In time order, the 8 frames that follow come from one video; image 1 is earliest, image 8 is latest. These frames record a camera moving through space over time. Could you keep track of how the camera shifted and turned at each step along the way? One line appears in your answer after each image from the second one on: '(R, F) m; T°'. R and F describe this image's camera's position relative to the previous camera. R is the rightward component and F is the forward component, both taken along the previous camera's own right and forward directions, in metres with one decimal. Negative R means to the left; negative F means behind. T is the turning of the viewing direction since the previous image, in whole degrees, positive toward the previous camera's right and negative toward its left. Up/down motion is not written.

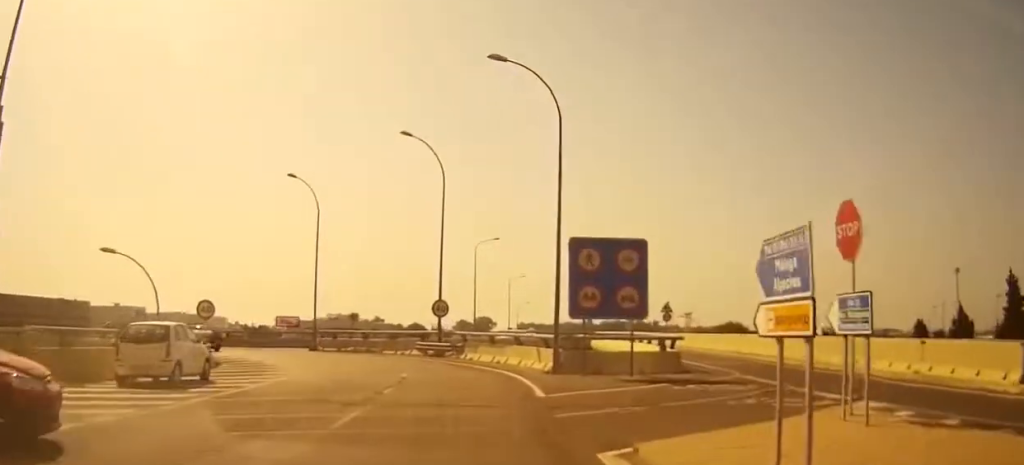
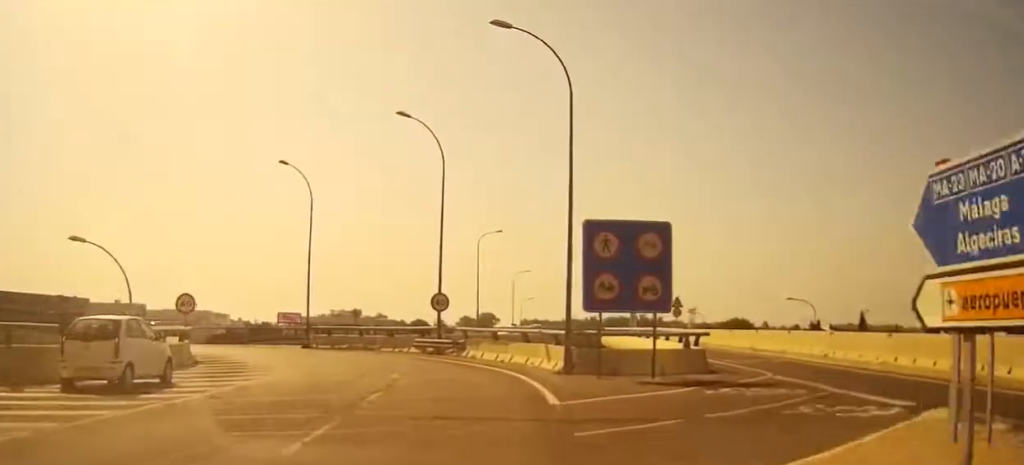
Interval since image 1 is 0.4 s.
(-0.1, +2.6) m; -1°
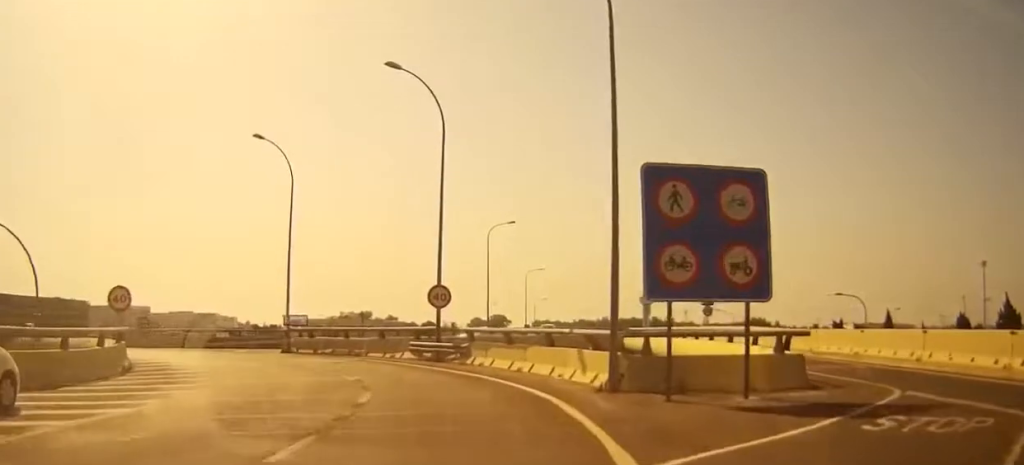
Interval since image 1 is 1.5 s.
(+0.1, +6.7) m; +4°
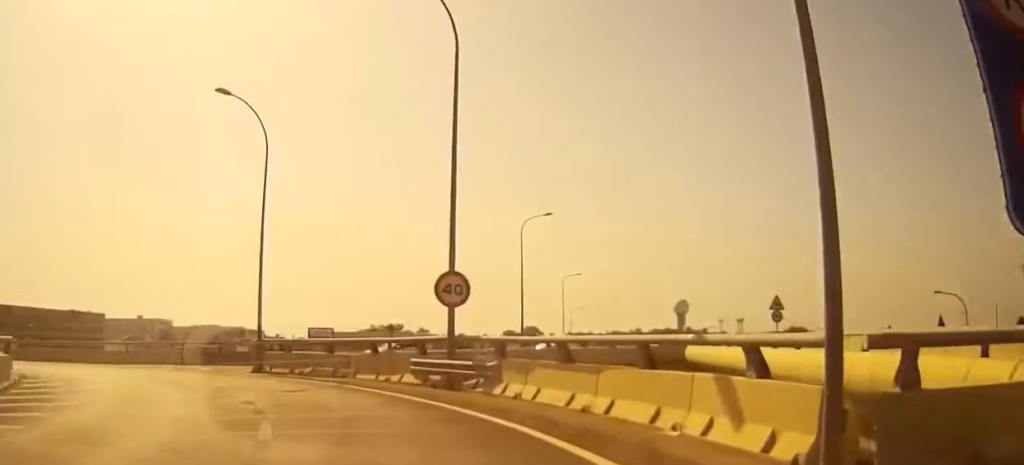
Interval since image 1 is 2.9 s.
(+1.2, +9.2) m; +6°
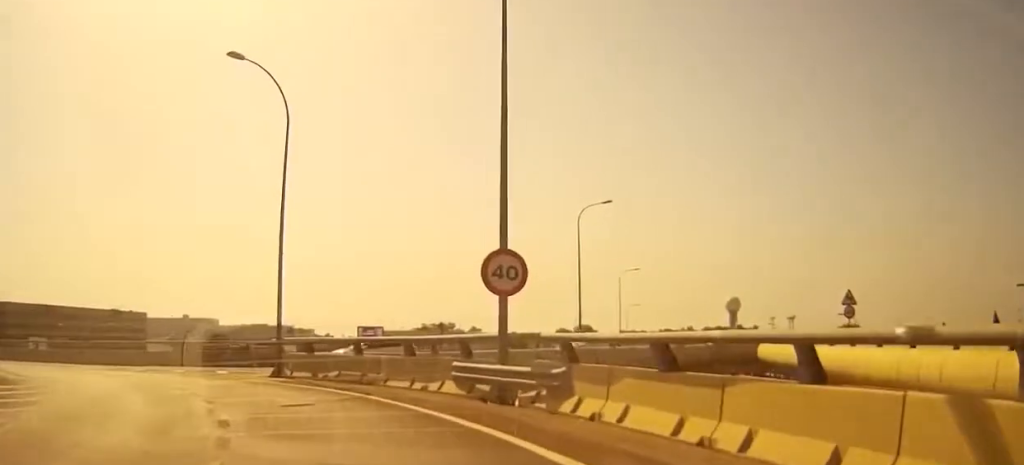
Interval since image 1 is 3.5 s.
(+0.2, +4.1) m; -6°
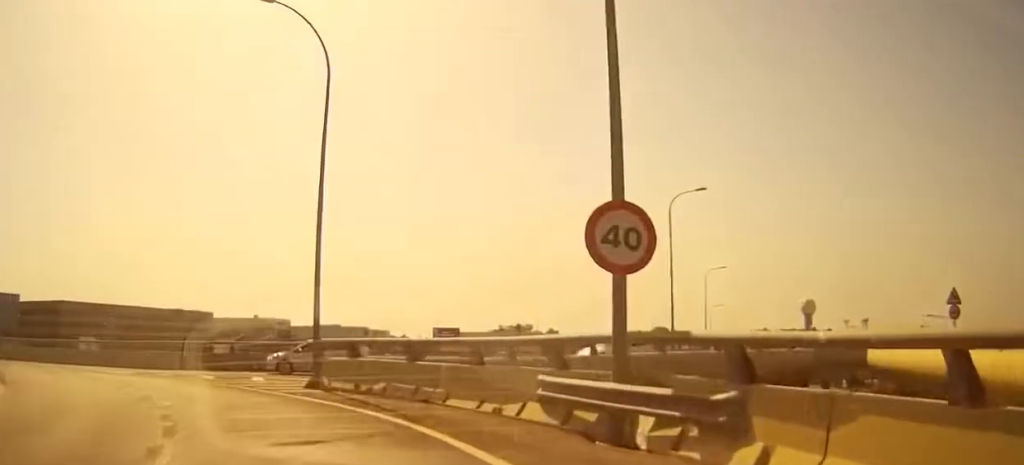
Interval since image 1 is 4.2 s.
(-0.6, +5.1) m; -19°
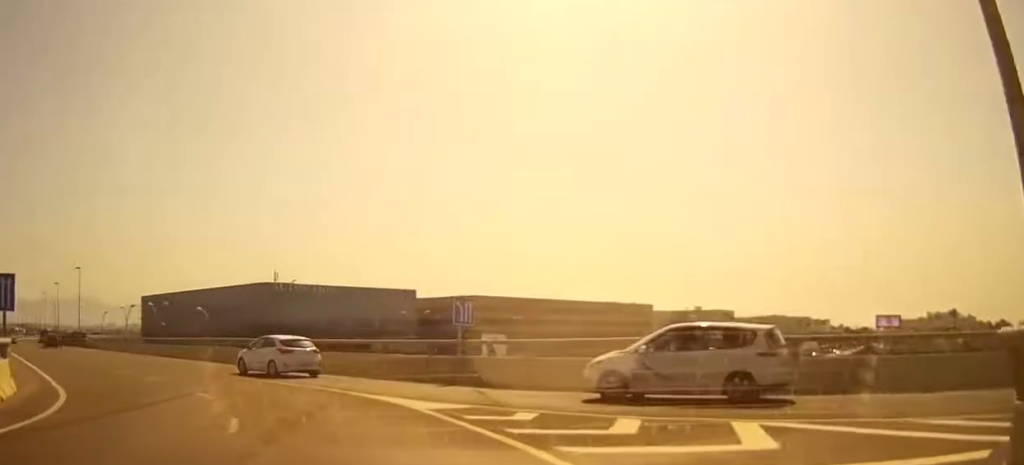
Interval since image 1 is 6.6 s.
(-5.4, +15.6) m; -31°
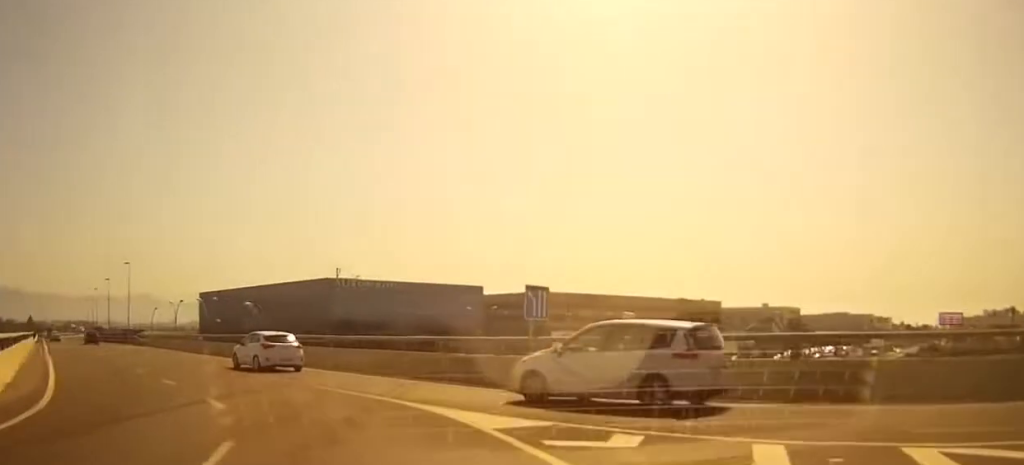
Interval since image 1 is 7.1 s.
(-0.3, +3.9) m; -6°
